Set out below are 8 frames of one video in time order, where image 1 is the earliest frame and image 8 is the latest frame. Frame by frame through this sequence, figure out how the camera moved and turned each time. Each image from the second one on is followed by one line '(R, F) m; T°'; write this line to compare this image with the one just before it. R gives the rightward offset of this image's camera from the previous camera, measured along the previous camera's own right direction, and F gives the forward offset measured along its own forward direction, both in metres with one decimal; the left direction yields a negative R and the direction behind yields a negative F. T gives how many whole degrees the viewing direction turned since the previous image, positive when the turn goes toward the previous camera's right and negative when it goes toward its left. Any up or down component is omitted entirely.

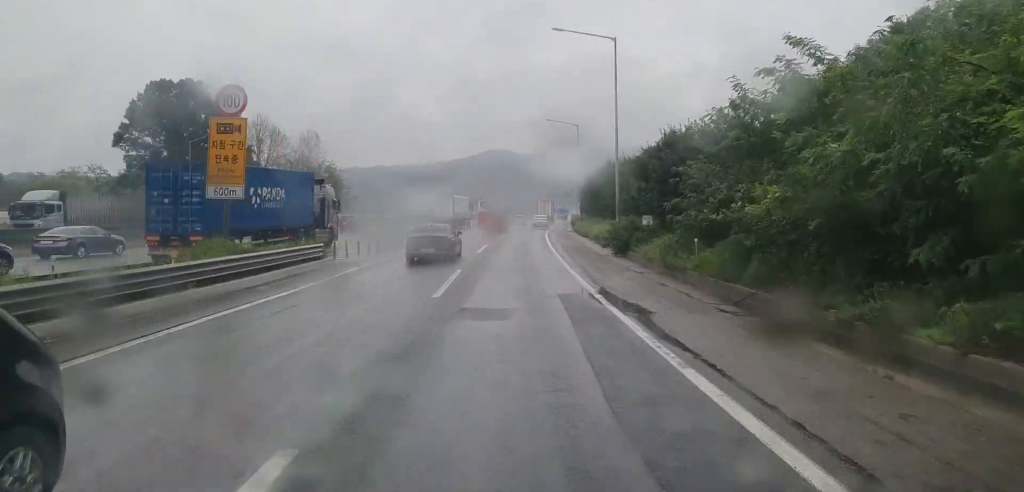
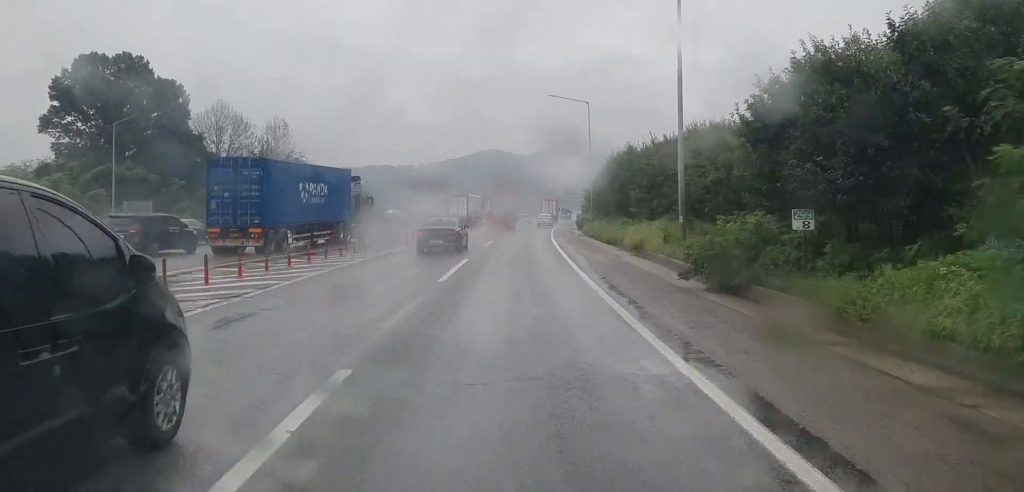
(0.0, +17.7) m; 0°
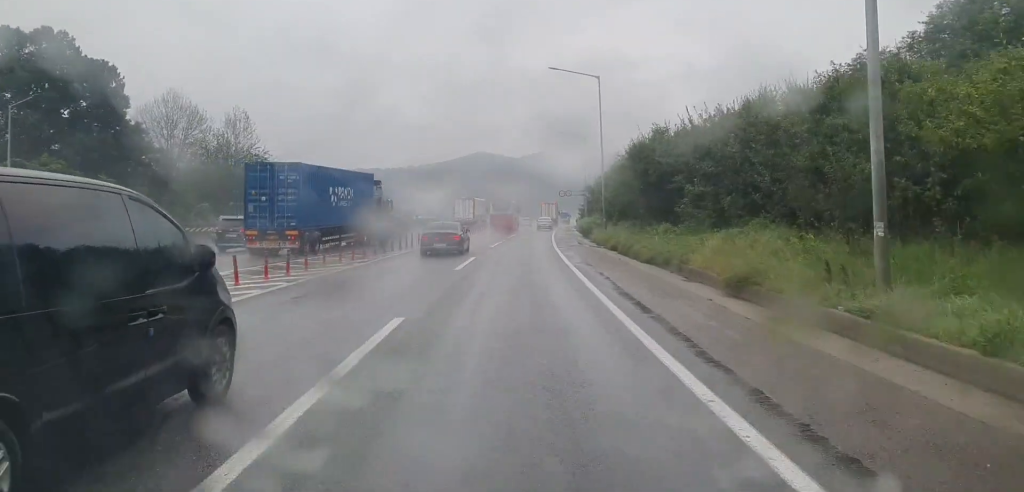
(0.0, +15.1) m; +1°
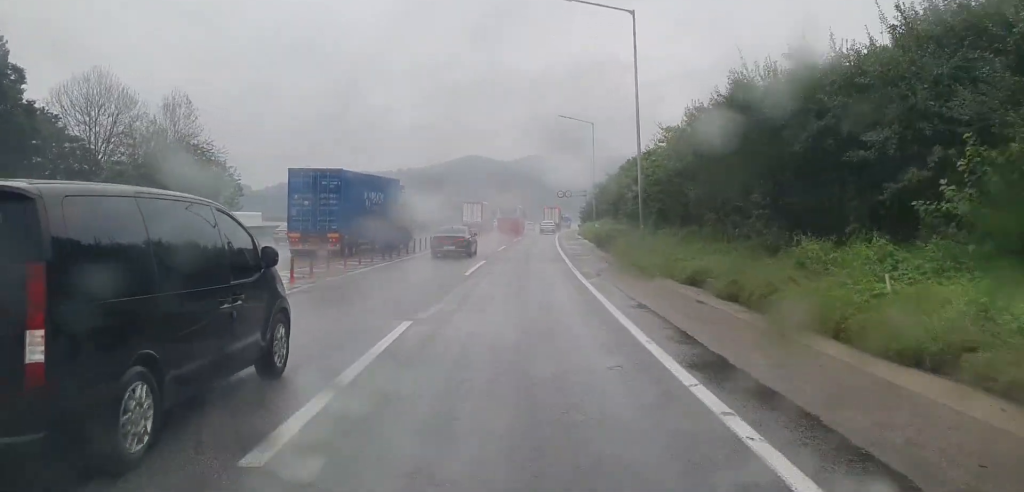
(+0.2, +18.9) m; +1°
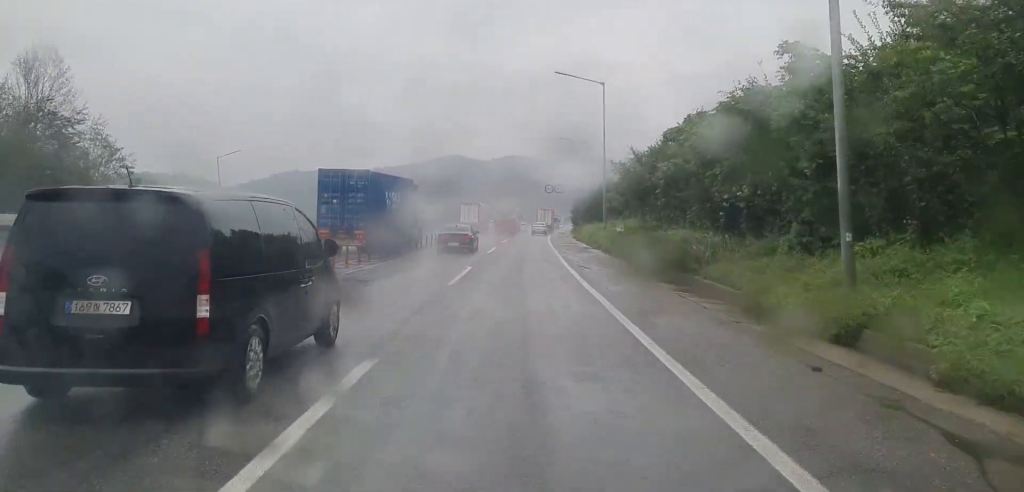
(+0.2, +24.3) m; +1°
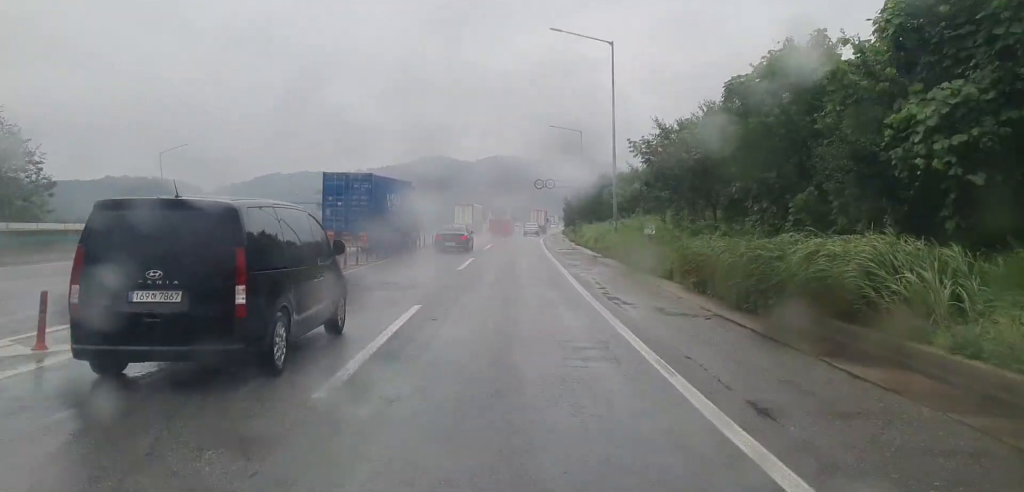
(+0.2, +13.1) m; +1°
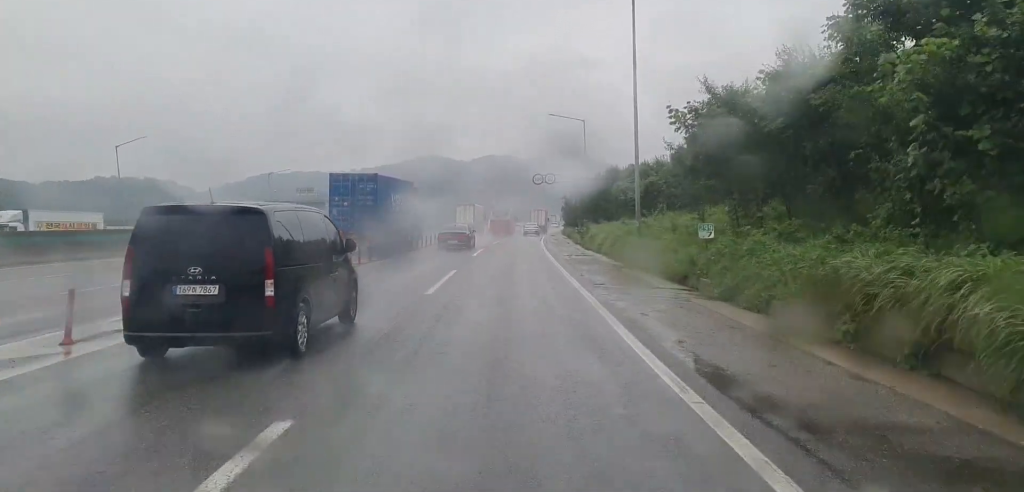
(0.0, +9.3) m; +1°
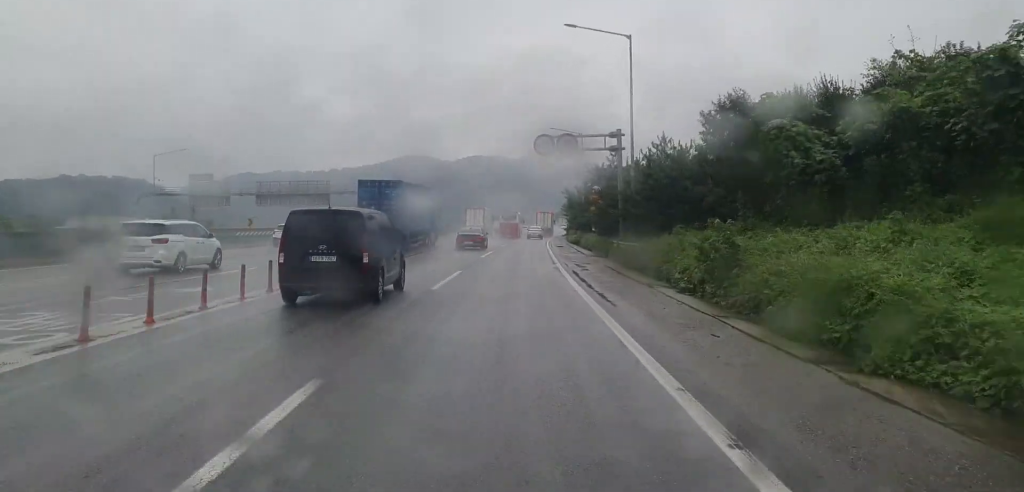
(+0.5, +37.9) m; +1°
